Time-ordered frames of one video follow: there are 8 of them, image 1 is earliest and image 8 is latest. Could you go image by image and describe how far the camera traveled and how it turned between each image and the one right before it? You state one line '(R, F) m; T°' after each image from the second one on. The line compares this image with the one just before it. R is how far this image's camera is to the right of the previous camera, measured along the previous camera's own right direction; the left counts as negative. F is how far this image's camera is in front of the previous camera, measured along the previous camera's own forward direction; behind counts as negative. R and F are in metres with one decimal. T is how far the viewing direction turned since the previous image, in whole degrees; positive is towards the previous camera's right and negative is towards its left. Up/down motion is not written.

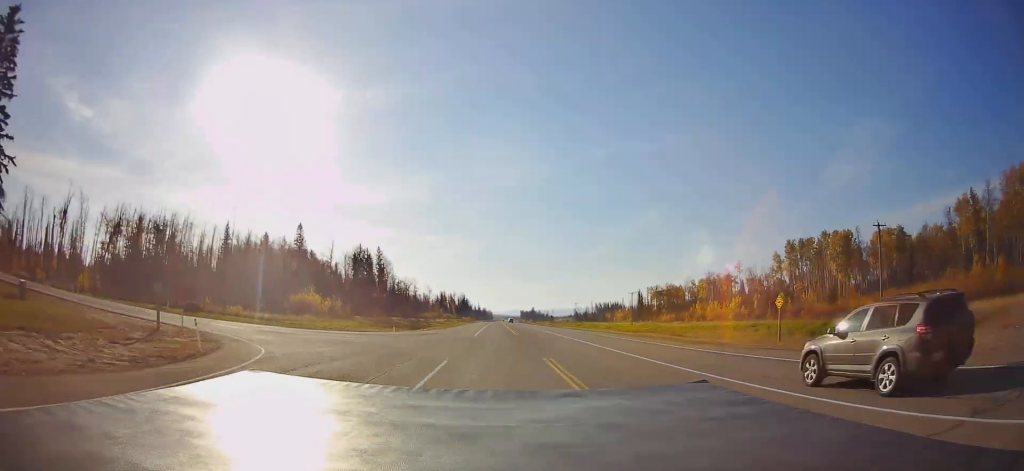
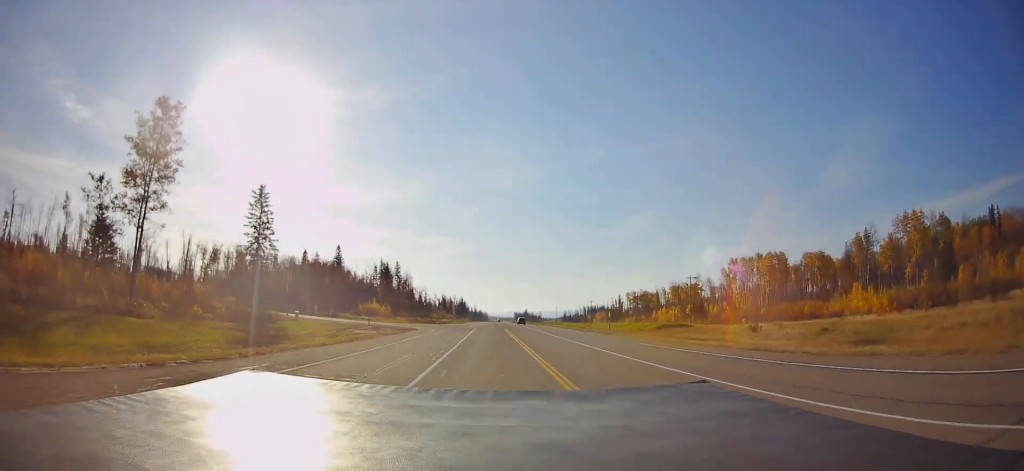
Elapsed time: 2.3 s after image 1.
(0.0, +52.9) m; 0°
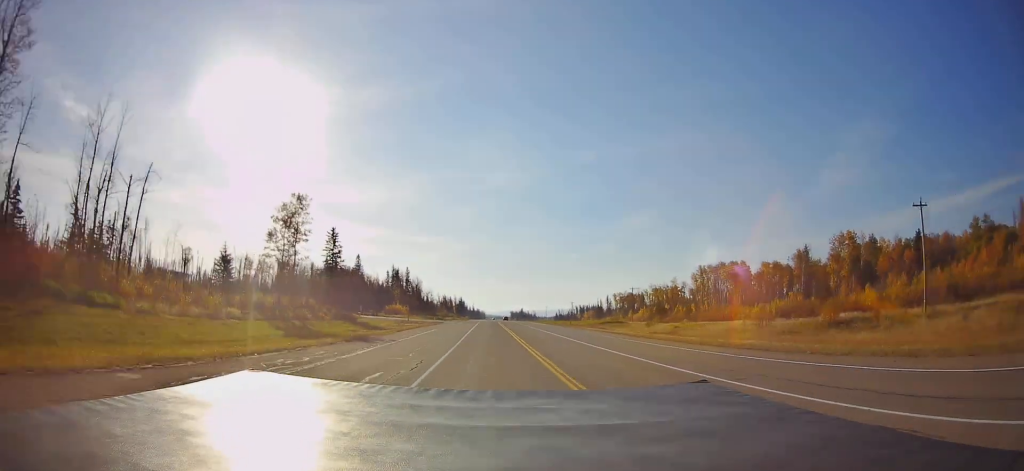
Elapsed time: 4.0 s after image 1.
(+0.1, +39.4) m; 0°
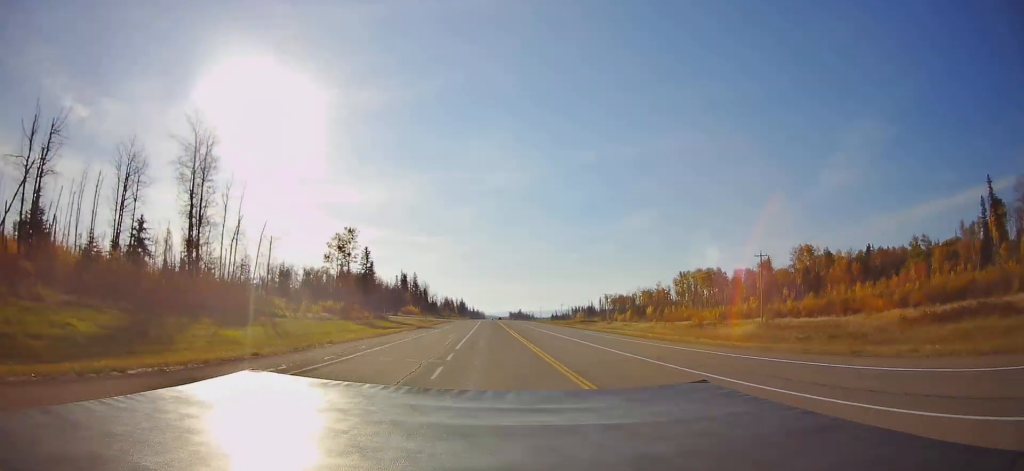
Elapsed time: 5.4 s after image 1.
(+0.1, +32.5) m; 0°
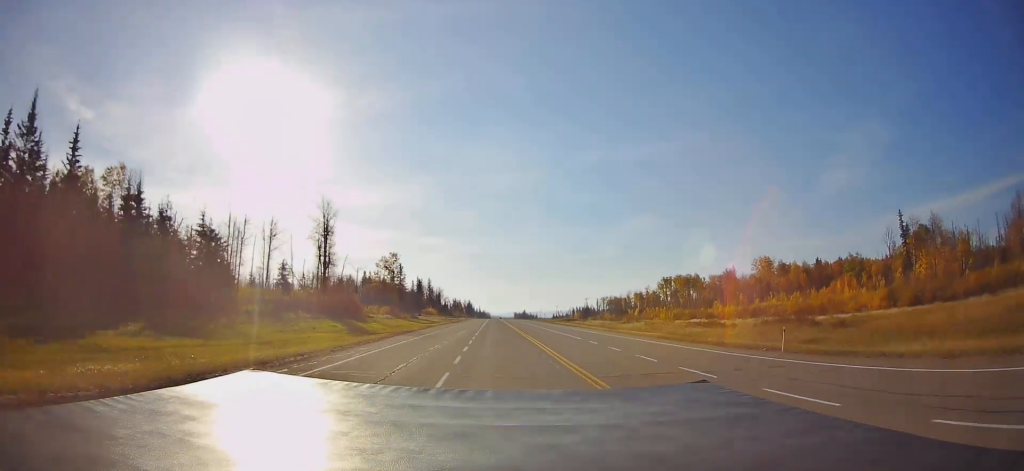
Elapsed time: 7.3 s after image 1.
(-0.1, +44.4) m; 0°
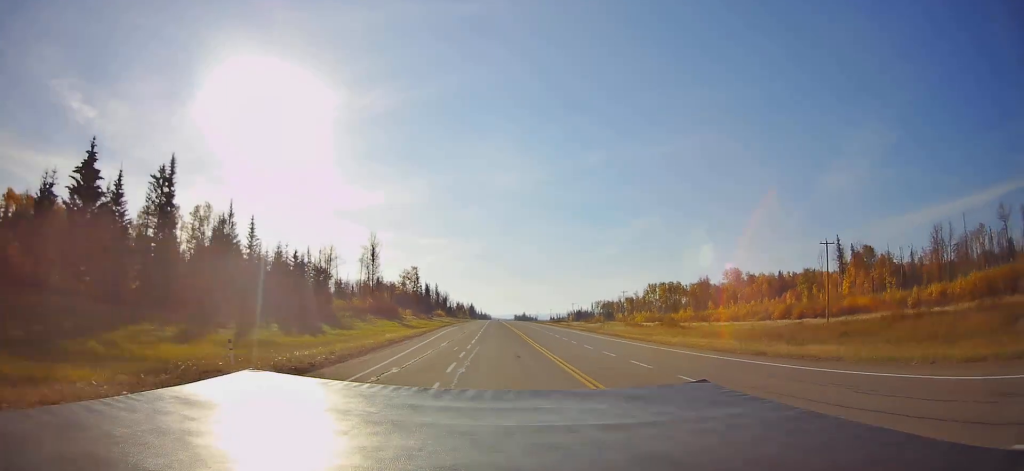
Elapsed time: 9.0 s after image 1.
(0.0, +39.7) m; 0°
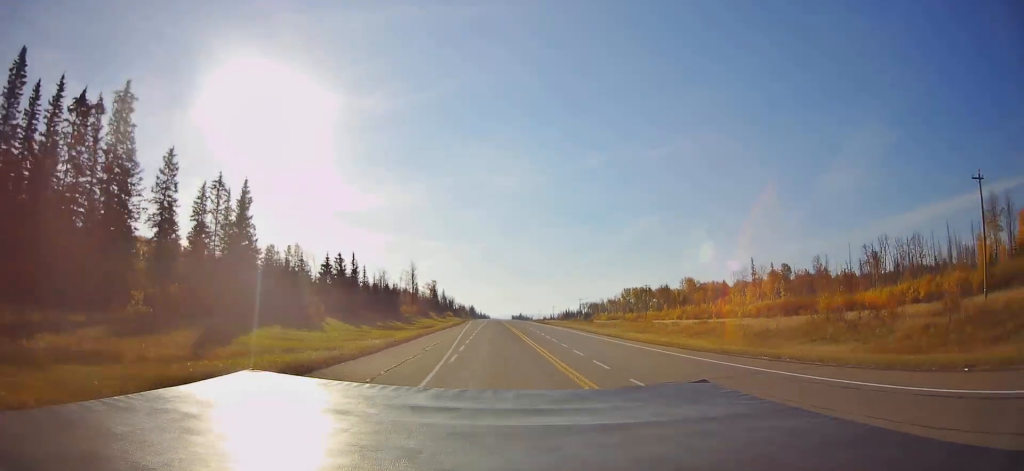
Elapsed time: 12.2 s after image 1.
(0.0, +74.7) m; 0°
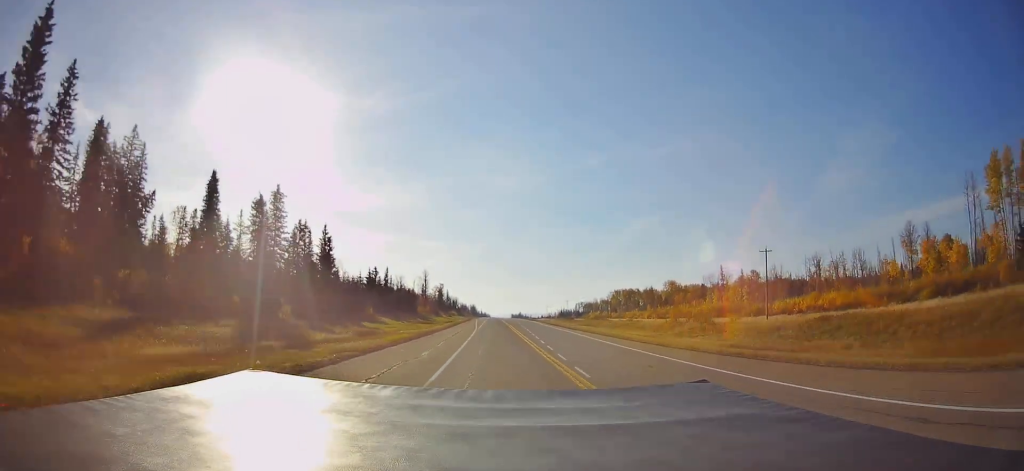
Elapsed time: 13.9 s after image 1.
(+0.2, +39.5) m; 0°
